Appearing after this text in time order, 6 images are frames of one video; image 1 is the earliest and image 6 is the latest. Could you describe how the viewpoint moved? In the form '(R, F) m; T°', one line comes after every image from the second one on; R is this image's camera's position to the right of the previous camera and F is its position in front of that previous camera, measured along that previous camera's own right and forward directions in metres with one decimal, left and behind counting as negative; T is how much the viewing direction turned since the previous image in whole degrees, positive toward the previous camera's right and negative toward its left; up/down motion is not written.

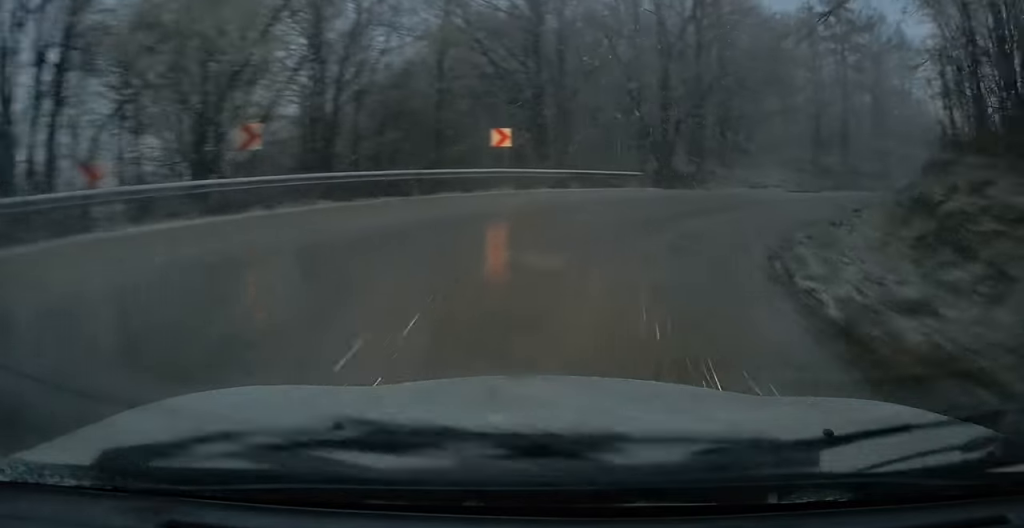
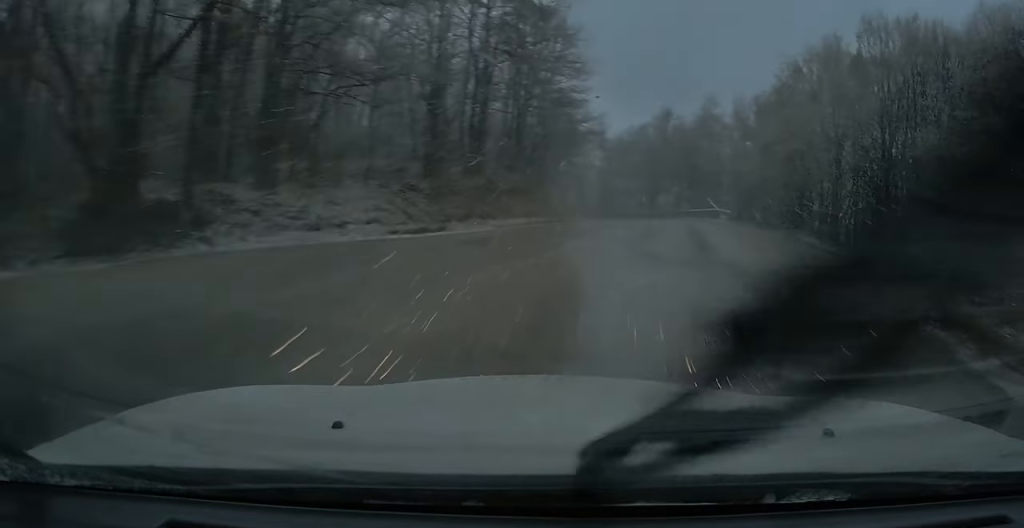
(+6.6, +18.6) m; +31°
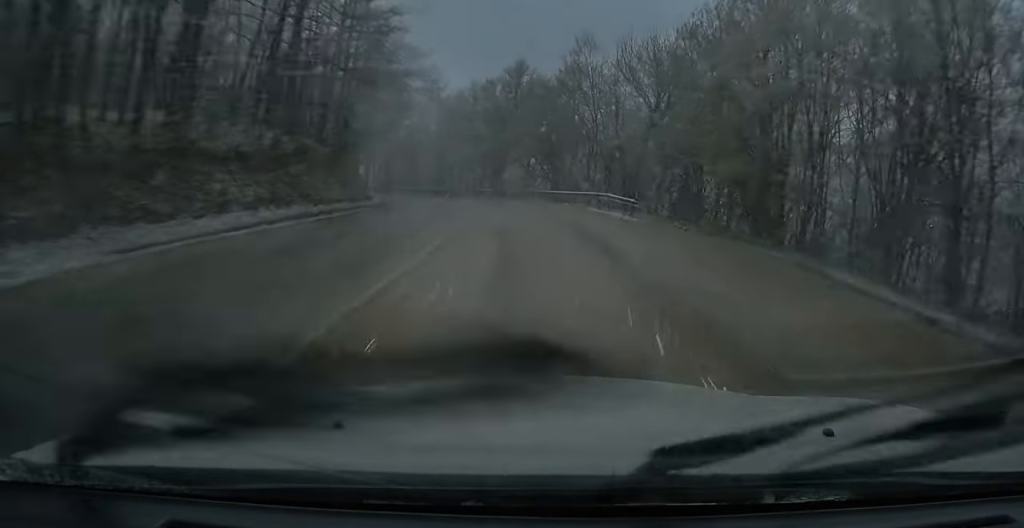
(+1.3, +16.4) m; +5°
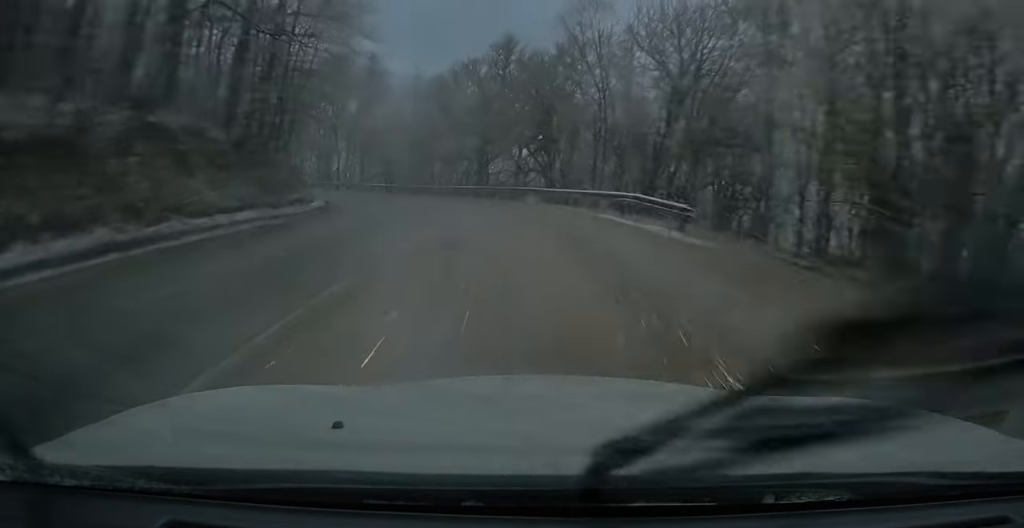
(-0.1, +9.3) m; -3°
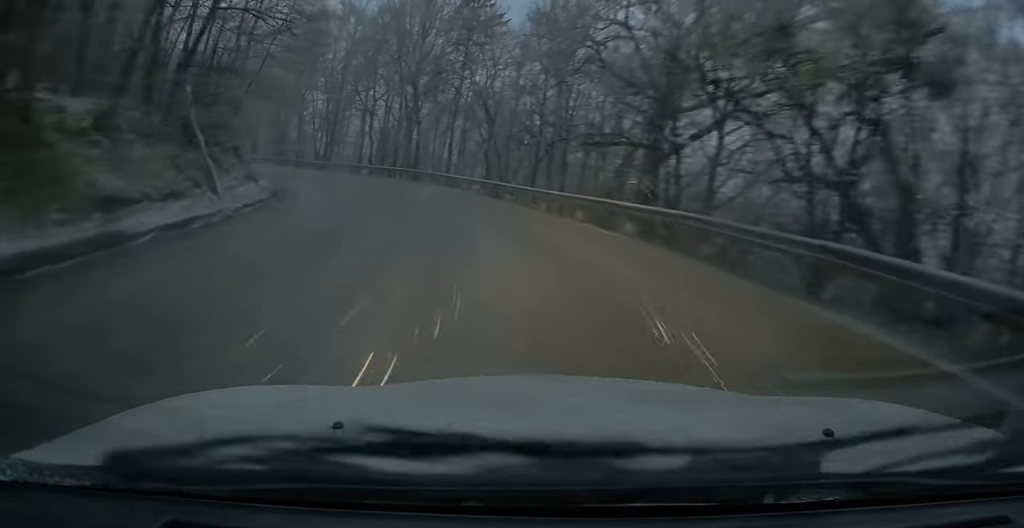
(-3.3, +25.3) m; -17°
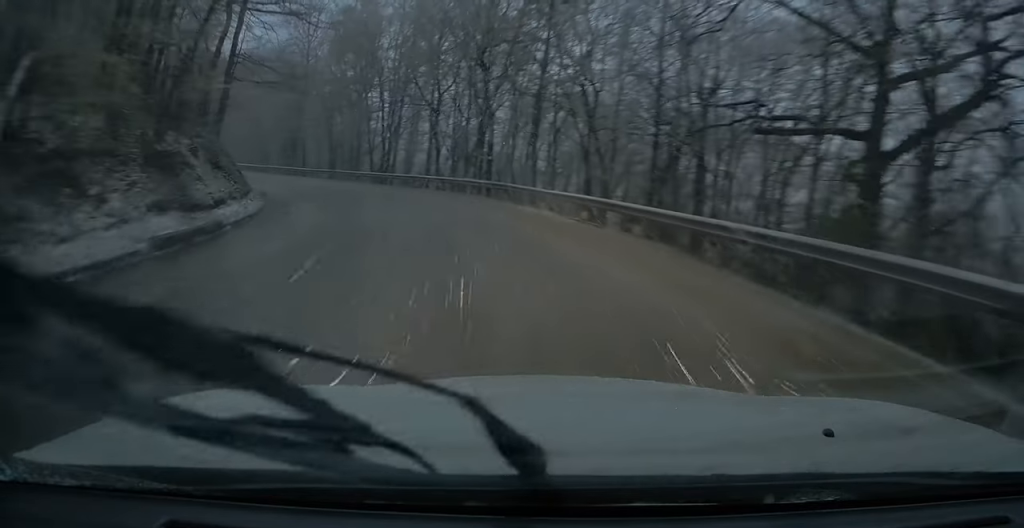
(-0.9, +12.3) m; -10°
